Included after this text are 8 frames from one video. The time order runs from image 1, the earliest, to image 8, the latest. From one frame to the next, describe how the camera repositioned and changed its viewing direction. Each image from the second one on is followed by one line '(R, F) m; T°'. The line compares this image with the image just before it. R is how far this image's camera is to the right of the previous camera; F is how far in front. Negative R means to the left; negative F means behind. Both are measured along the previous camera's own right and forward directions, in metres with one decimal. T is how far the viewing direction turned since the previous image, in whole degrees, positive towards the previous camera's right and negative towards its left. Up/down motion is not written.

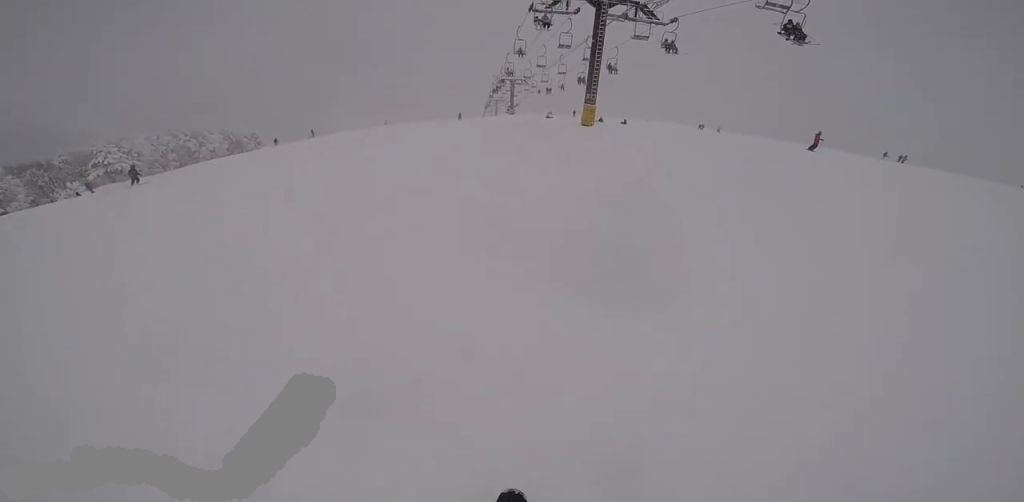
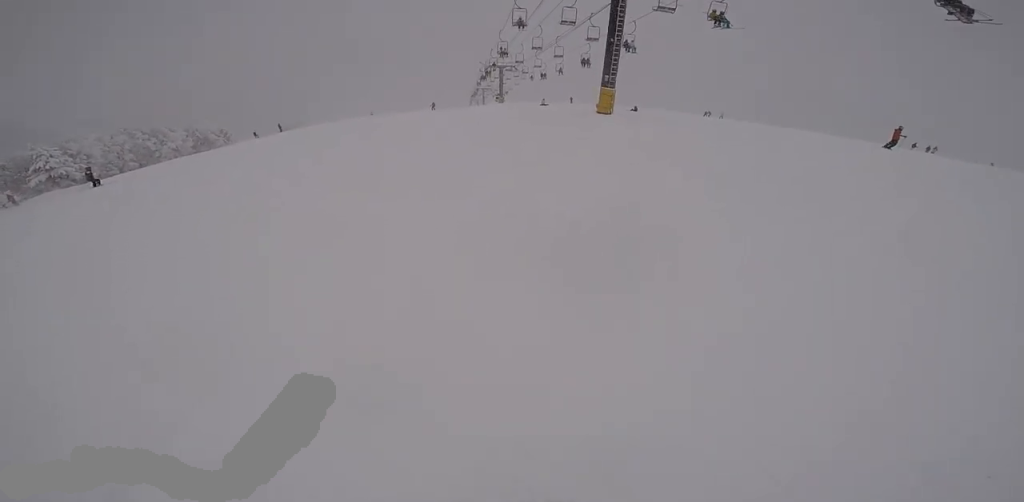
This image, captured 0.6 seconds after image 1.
(+0.2, +5.9) m; +2°
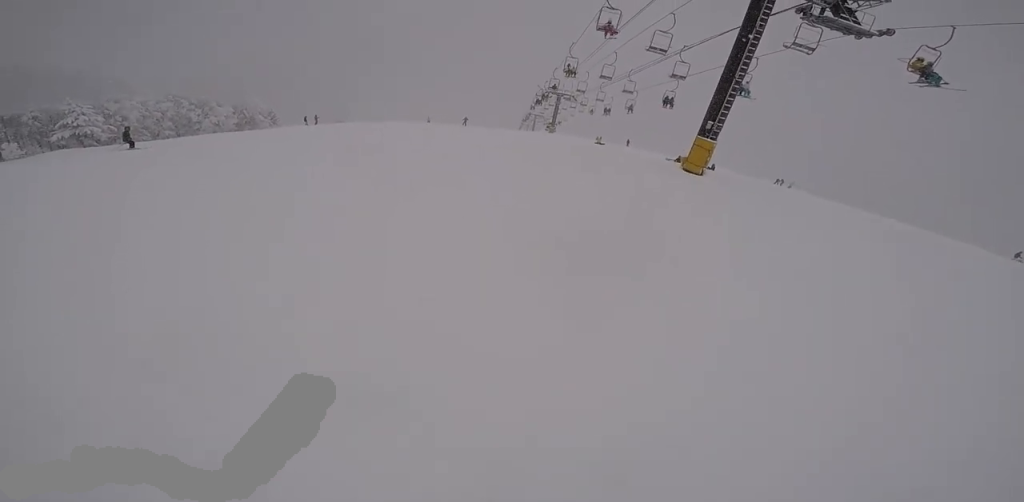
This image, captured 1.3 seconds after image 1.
(+0.1, +7.0) m; -3°
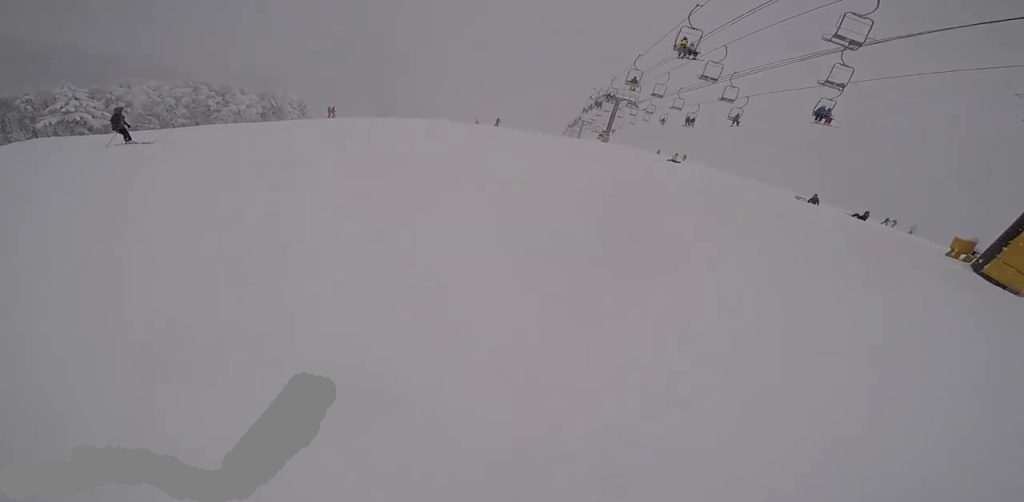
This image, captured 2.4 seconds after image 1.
(-0.8, +10.8) m; -1°
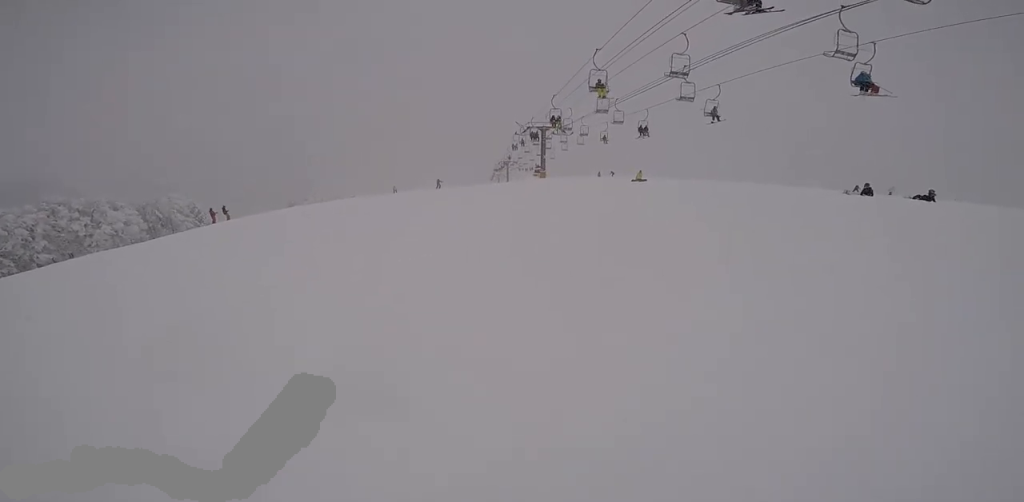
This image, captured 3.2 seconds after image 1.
(+0.6, +8.1) m; +8°
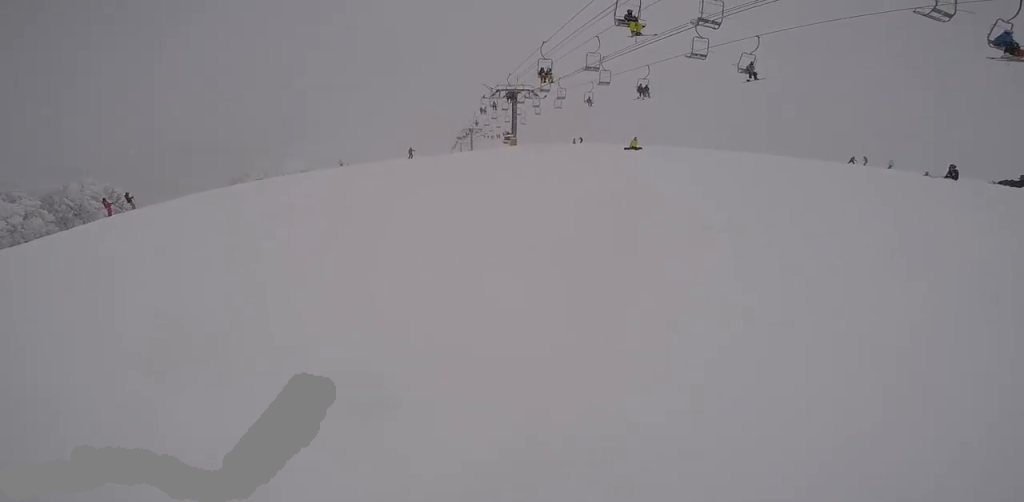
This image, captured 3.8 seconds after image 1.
(+0.3, +5.5) m; +5°
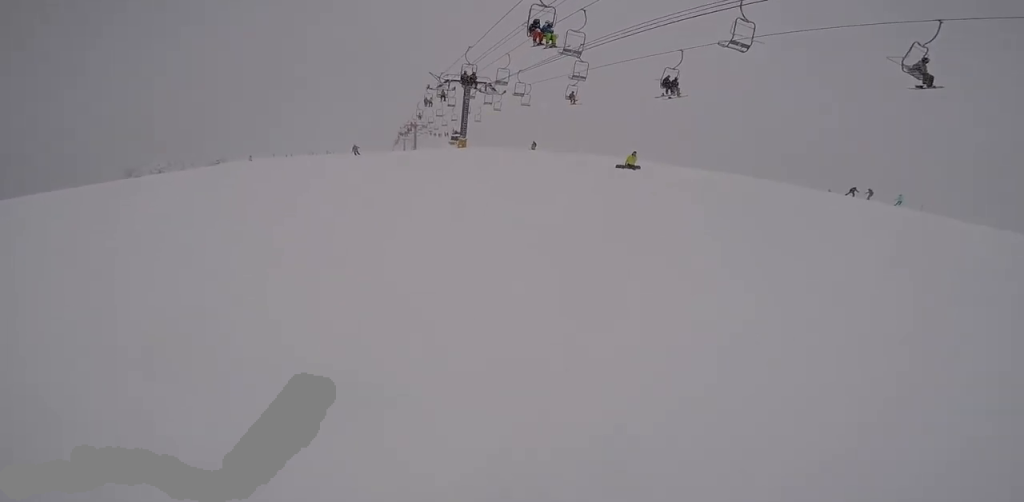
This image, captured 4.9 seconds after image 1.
(+0.7, +10.5) m; +4°
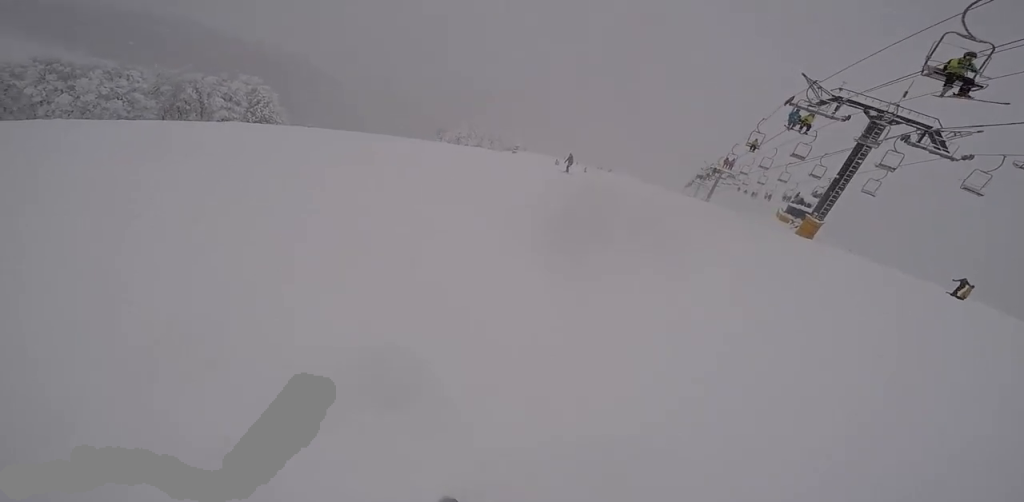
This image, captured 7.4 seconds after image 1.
(-5.1, +21.9) m; -31°
